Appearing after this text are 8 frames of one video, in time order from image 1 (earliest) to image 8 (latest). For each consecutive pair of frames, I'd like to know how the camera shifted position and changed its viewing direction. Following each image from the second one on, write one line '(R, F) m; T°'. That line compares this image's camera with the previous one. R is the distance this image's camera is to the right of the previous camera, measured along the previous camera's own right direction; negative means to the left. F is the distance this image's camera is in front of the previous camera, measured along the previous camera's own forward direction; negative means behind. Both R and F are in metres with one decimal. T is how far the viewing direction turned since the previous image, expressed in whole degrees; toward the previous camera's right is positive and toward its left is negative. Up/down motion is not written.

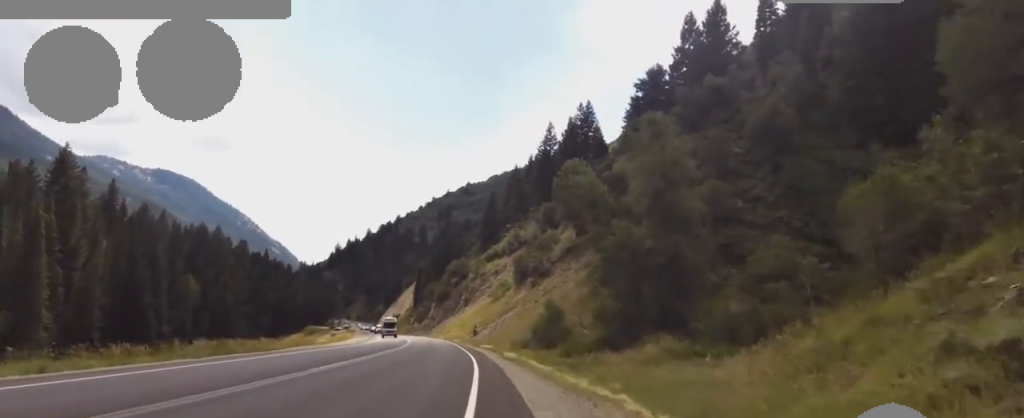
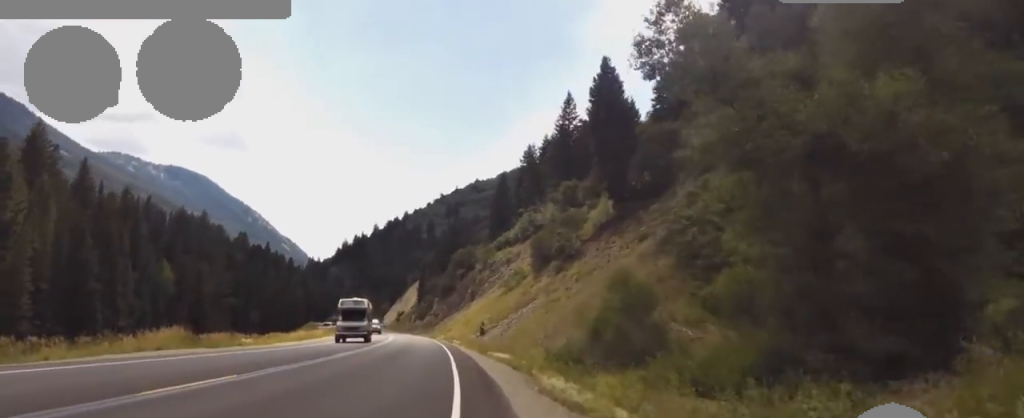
(+0.2, +19.5) m; +5°
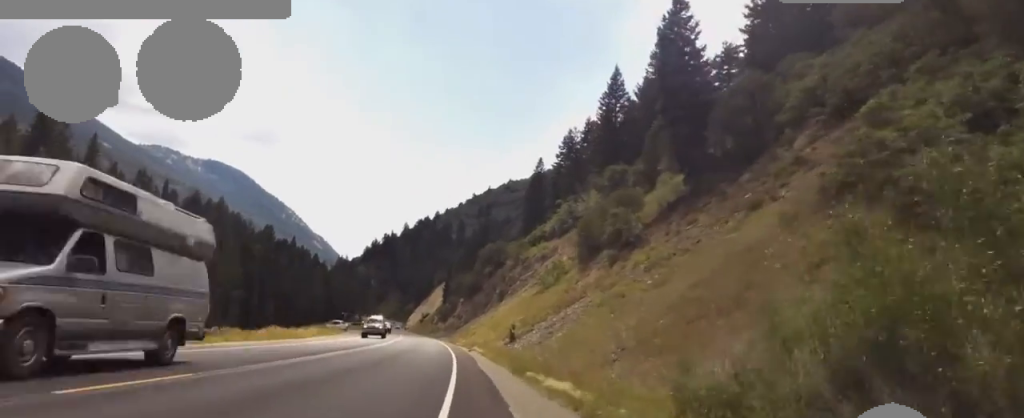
(+0.4, +13.5) m; +2°
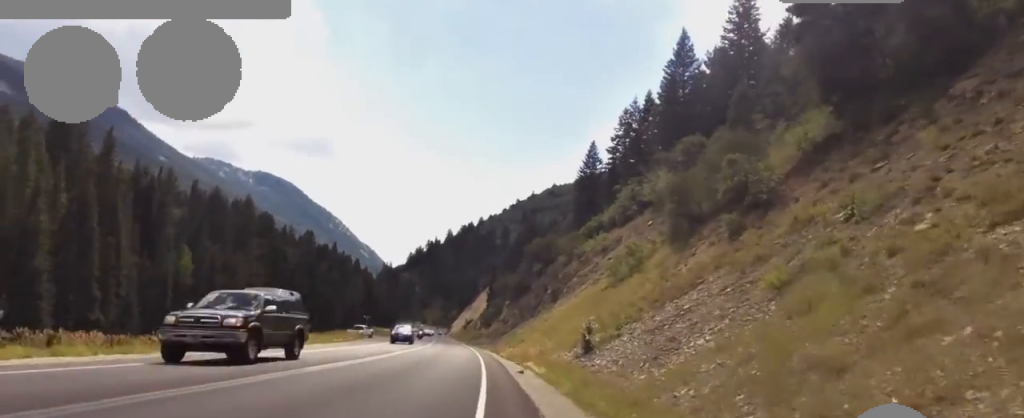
(-0.2, +16.2) m; -7°
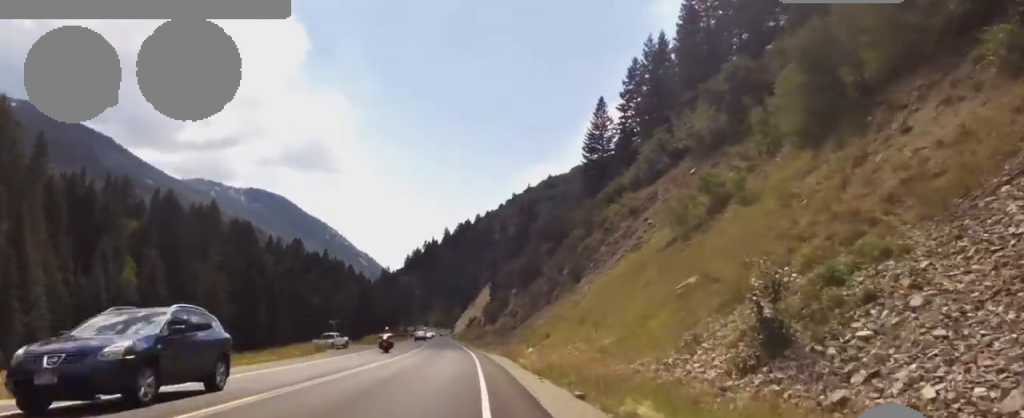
(-1.1, +17.3) m; 0°
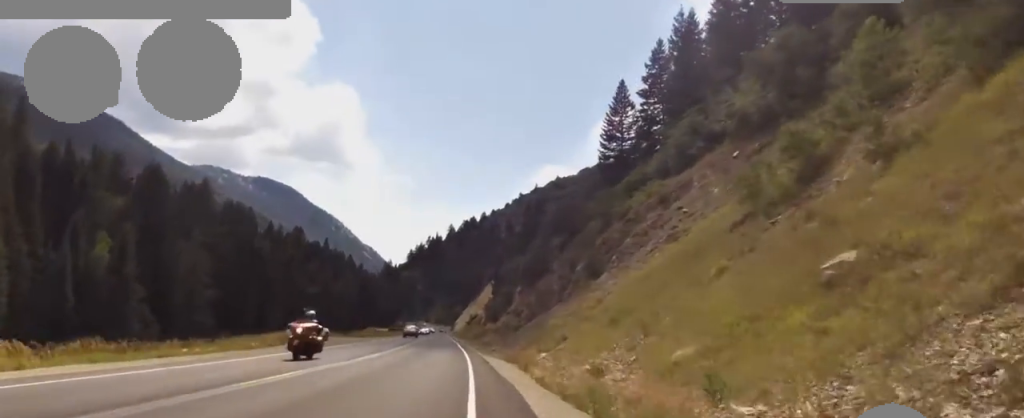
(+1.1, +8.1) m; 0°
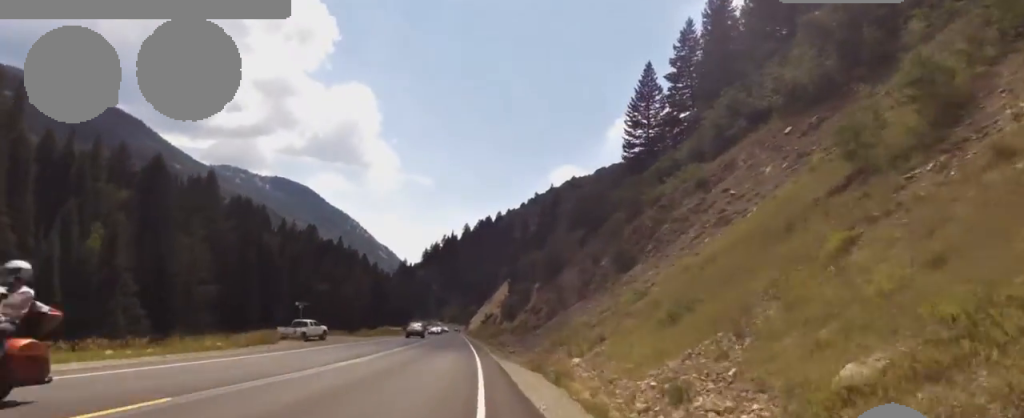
(-0.5, +5.8) m; -1°
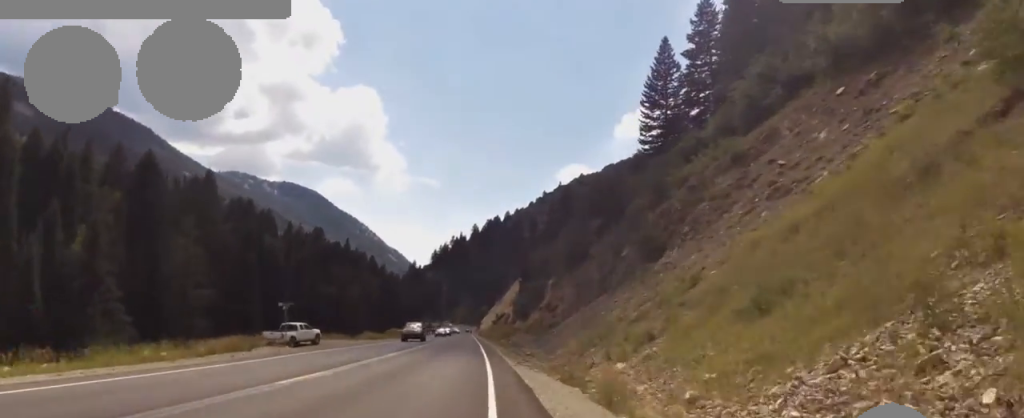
(-0.6, +5.4) m; -1°
